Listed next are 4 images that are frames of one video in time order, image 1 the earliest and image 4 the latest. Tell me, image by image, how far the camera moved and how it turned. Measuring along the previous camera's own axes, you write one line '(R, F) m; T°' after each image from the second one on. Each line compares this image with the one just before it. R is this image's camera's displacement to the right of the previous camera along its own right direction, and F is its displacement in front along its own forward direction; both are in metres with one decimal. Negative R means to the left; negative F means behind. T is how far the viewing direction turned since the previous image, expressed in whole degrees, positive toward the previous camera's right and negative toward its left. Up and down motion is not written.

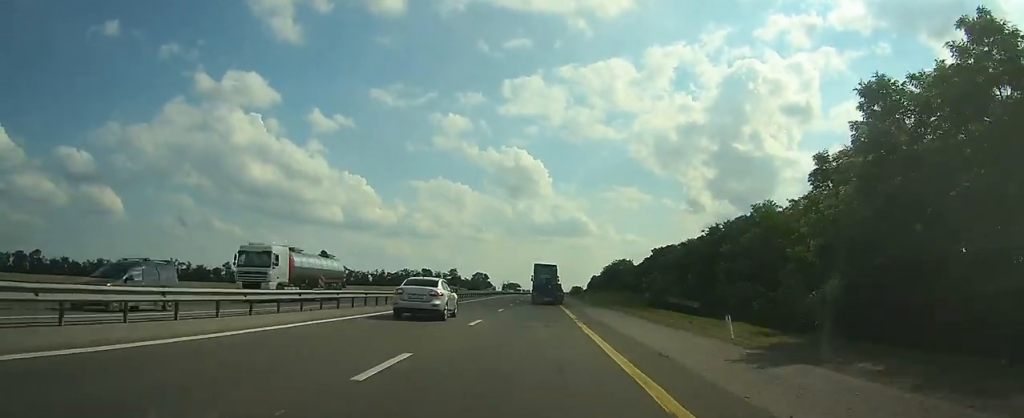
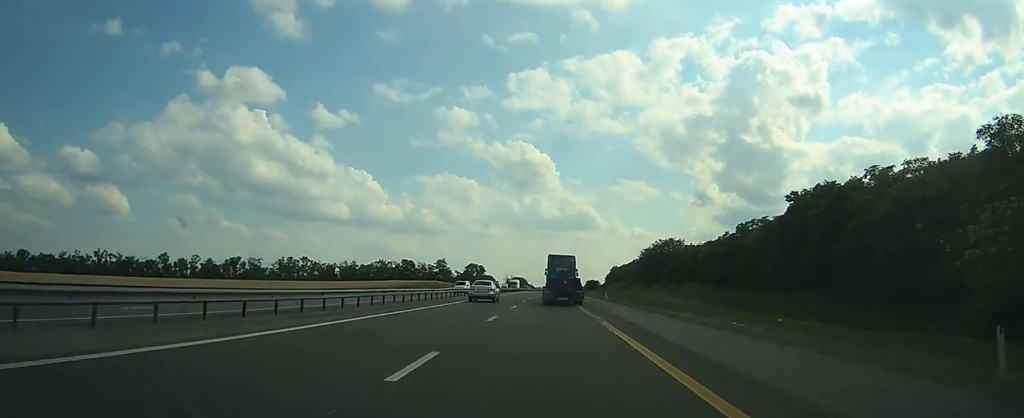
(-0.5, +59.7) m; -1°
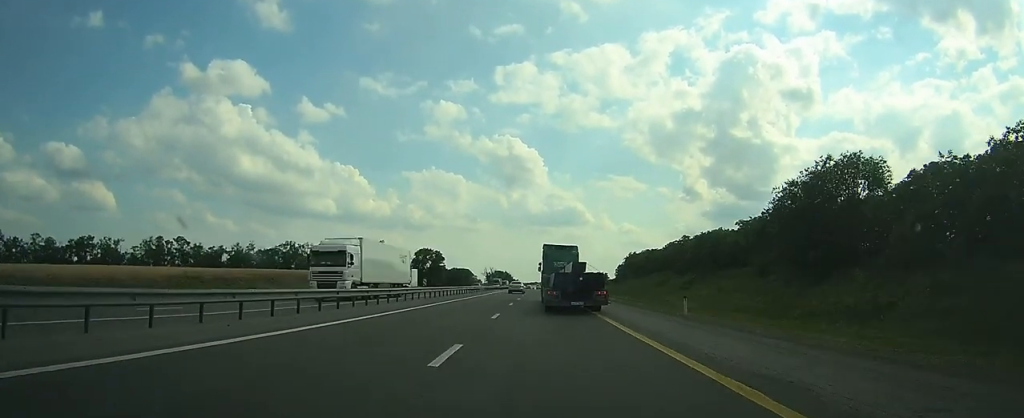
(-0.6, +84.1) m; 0°
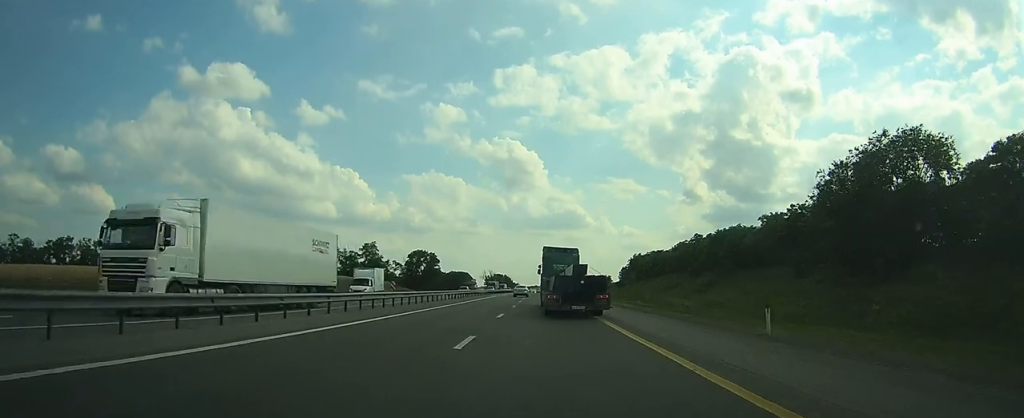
(0.0, +9.2) m; 0°
